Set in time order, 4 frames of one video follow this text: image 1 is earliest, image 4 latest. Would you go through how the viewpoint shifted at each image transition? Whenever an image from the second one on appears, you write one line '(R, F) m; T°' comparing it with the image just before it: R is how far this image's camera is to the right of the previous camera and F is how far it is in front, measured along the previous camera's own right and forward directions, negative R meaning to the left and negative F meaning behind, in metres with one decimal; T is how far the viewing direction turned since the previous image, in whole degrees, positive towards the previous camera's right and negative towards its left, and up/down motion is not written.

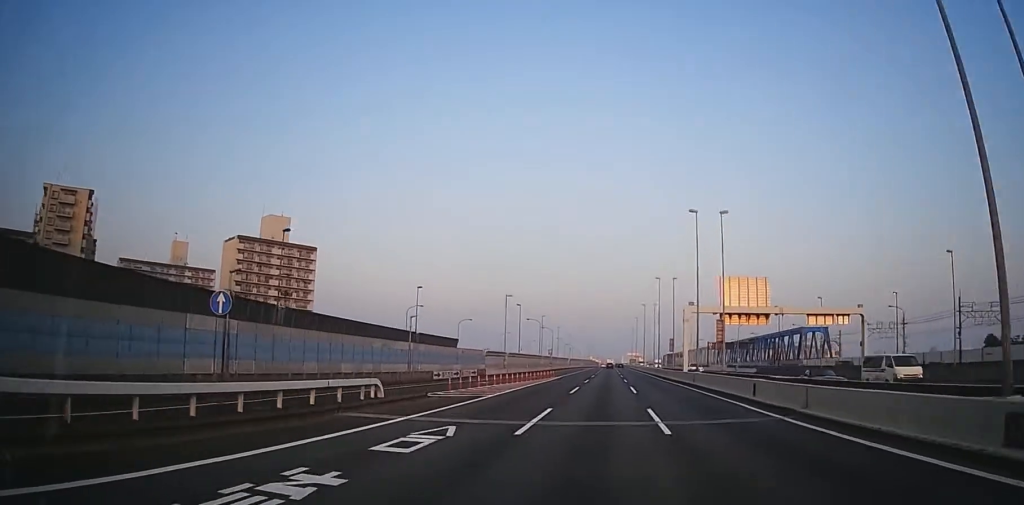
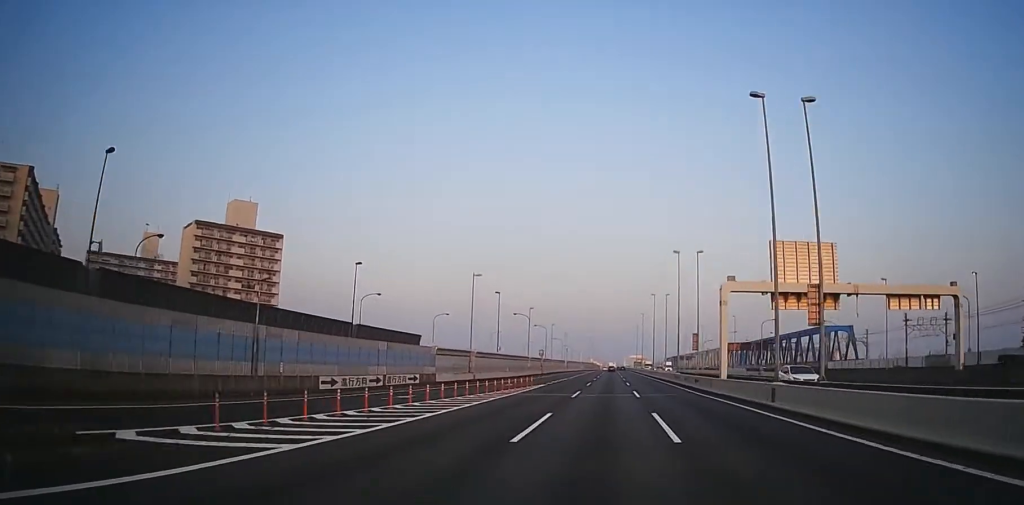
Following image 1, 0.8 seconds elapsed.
(0.0, +20.4) m; -1°
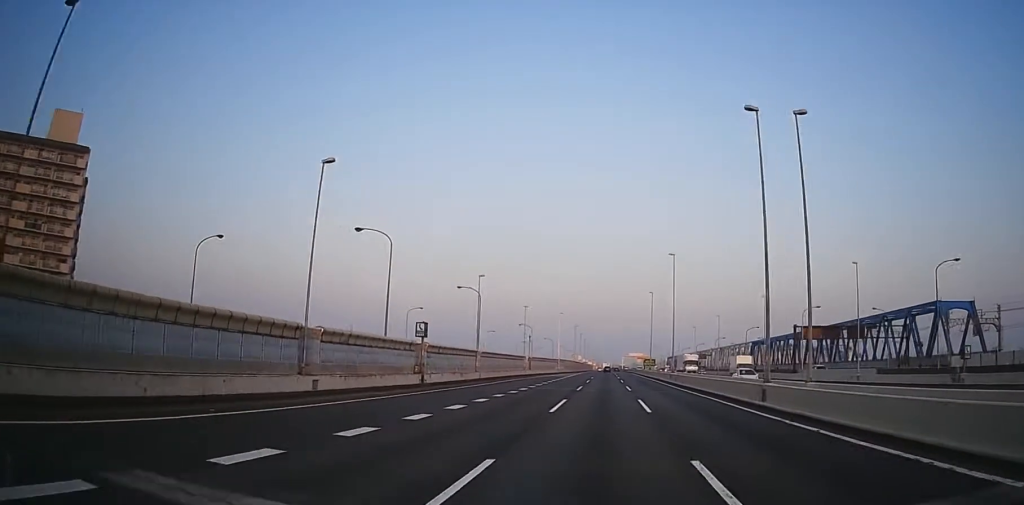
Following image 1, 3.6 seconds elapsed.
(-0.6, +70.4) m; 0°
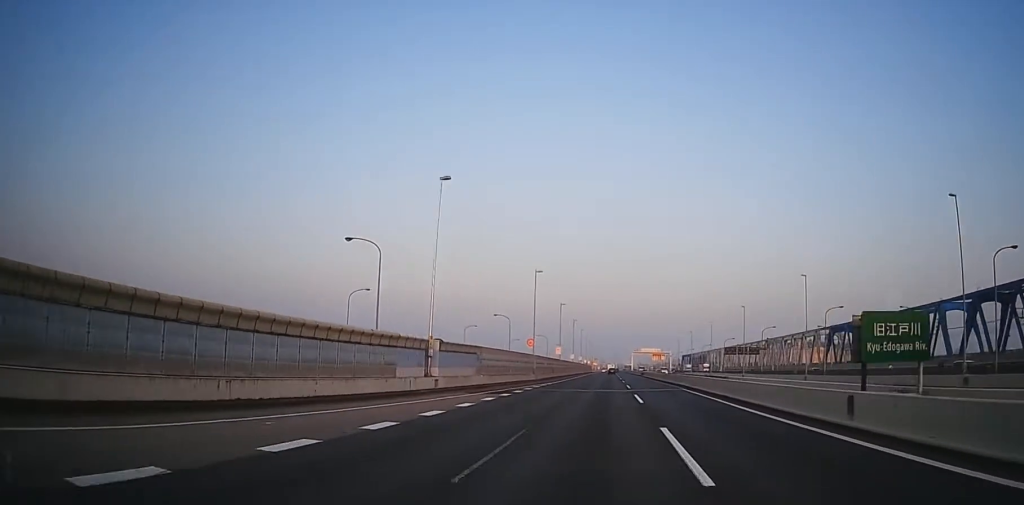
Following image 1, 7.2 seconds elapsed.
(+0.4, +93.1) m; 0°
